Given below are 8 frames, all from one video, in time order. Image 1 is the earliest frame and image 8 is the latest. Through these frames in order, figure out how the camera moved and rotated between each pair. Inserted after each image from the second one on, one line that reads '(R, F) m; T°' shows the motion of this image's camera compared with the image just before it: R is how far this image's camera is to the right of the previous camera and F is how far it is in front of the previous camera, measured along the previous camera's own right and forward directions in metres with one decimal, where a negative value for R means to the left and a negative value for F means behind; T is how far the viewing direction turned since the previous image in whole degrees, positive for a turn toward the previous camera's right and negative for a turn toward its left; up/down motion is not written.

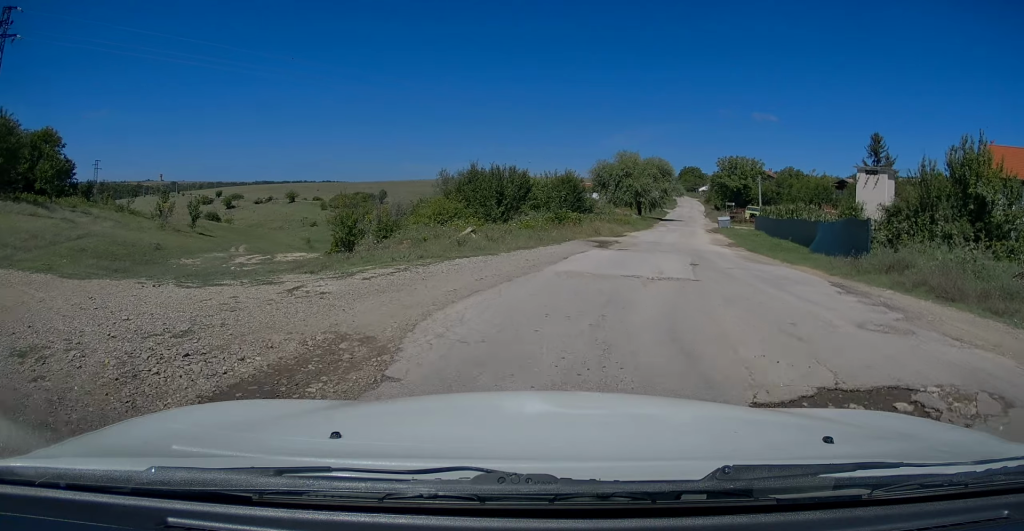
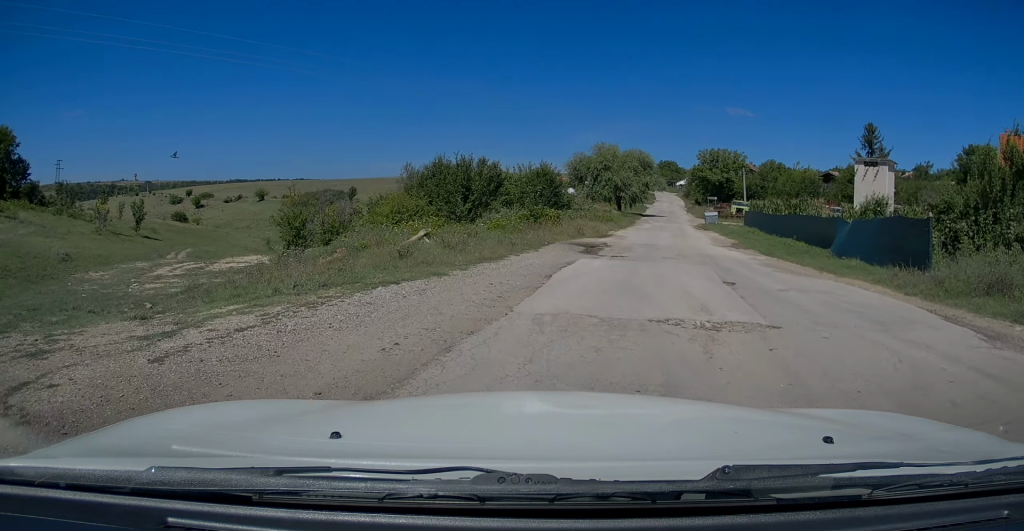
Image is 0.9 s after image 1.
(0.0, +4.6) m; 0°
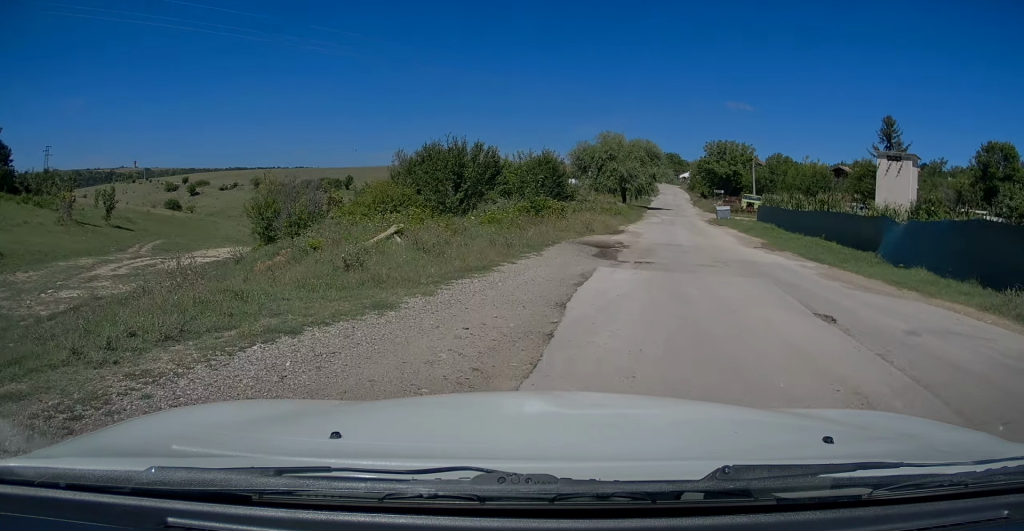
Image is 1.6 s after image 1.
(0.0, +3.8) m; +1°
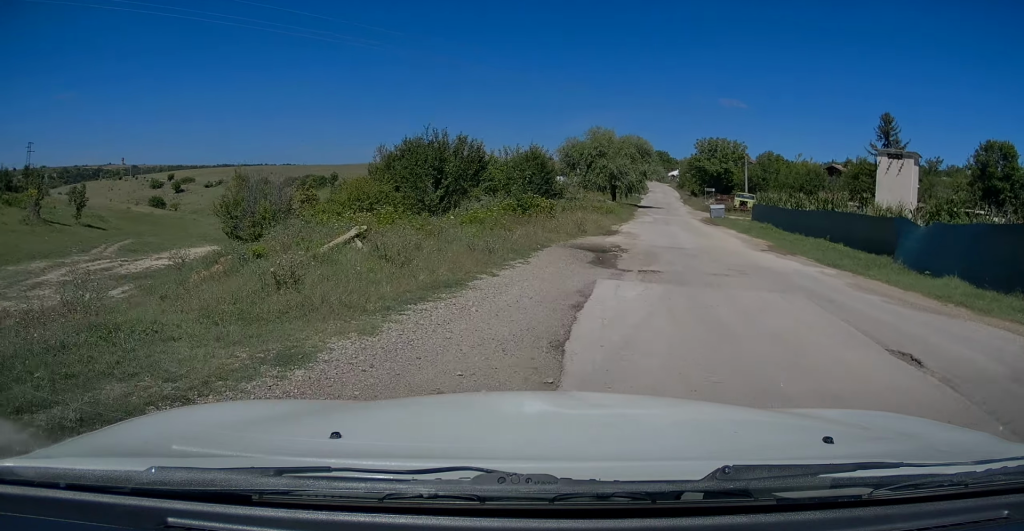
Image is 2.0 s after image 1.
(0.0, +2.1) m; +1°
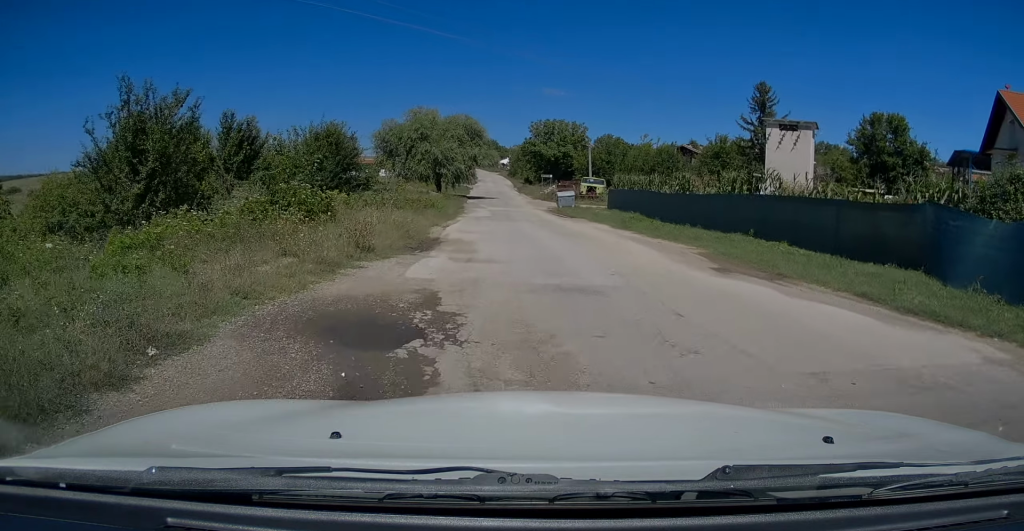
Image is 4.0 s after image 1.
(+1.2, +10.2) m; +15°
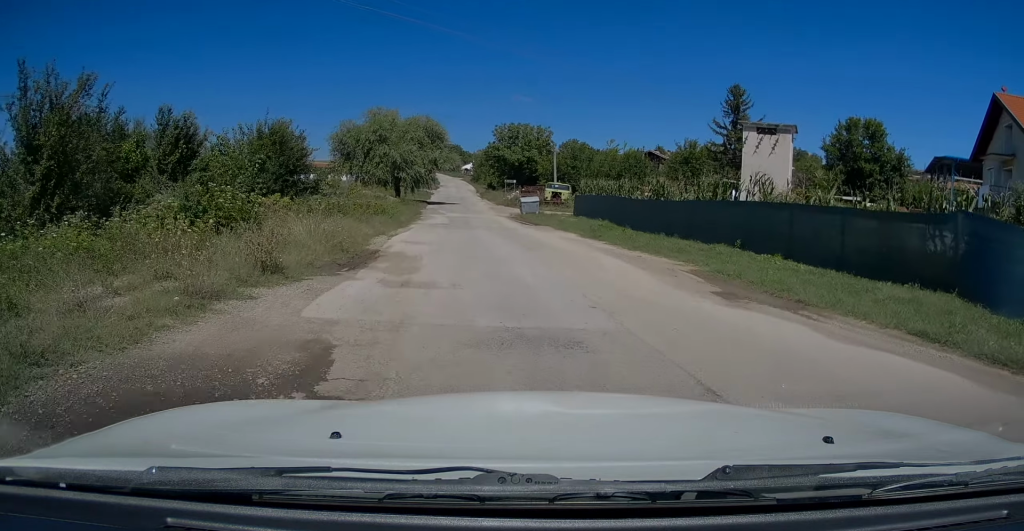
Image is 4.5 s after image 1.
(+0.1, +2.4) m; +1°
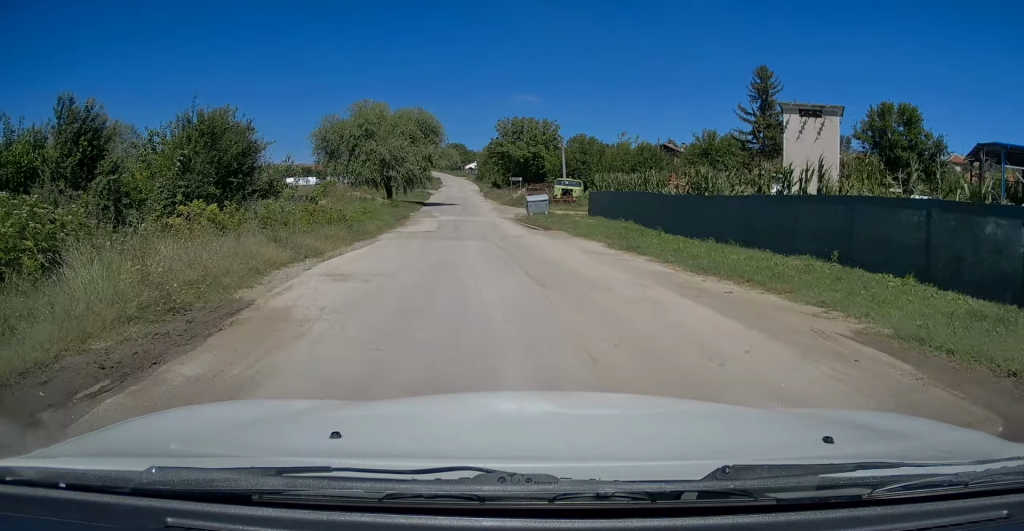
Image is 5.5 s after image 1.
(+0.2, +6.1) m; +1°
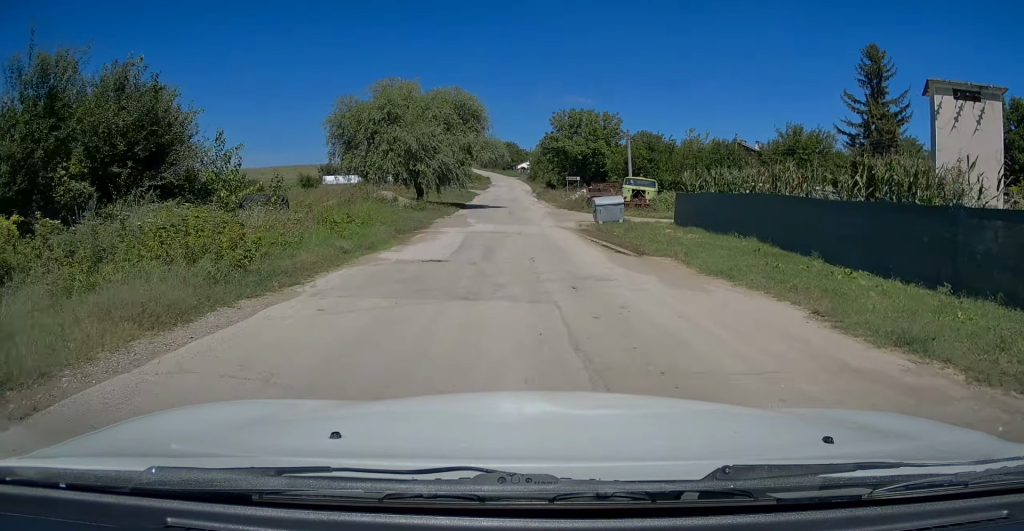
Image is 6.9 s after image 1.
(-0.2, +9.5) m; -2°
